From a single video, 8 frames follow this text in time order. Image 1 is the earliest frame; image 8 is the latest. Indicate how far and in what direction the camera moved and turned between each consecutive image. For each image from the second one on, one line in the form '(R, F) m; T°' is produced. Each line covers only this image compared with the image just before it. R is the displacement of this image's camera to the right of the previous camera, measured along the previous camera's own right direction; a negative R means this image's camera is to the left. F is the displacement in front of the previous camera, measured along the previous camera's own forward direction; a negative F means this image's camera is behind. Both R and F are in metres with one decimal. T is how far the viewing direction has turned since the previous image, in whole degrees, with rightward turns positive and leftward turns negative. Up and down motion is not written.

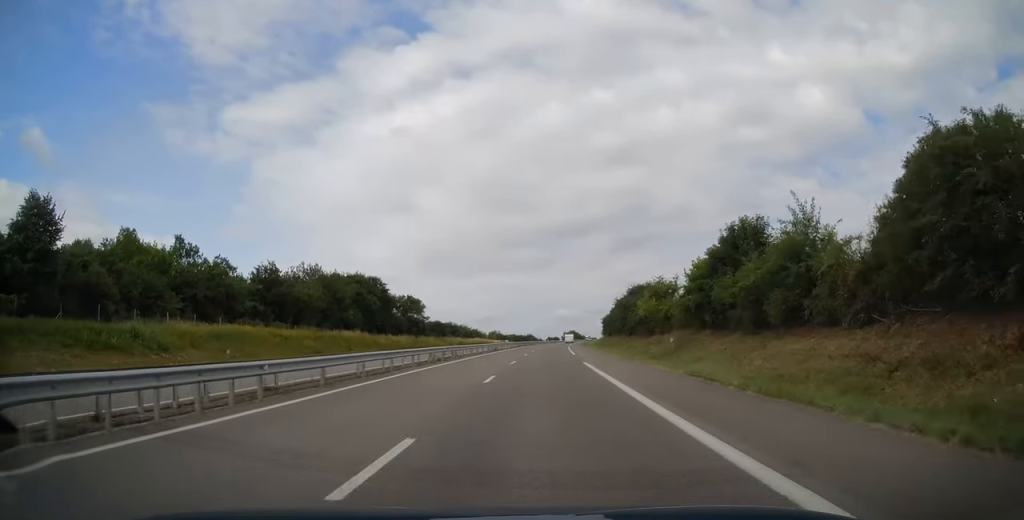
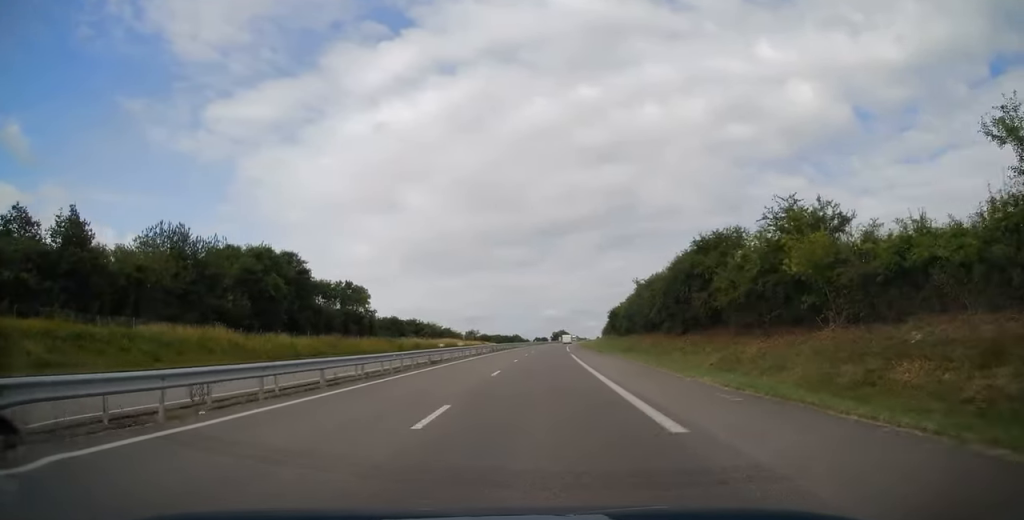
(+0.2, +35.3) m; +1°
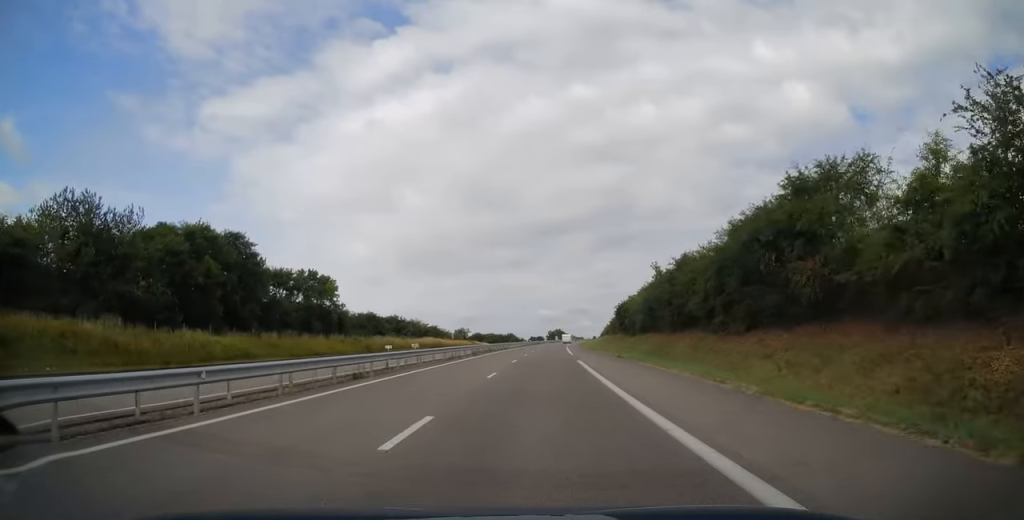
(+0.2, +14.7) m; 0°
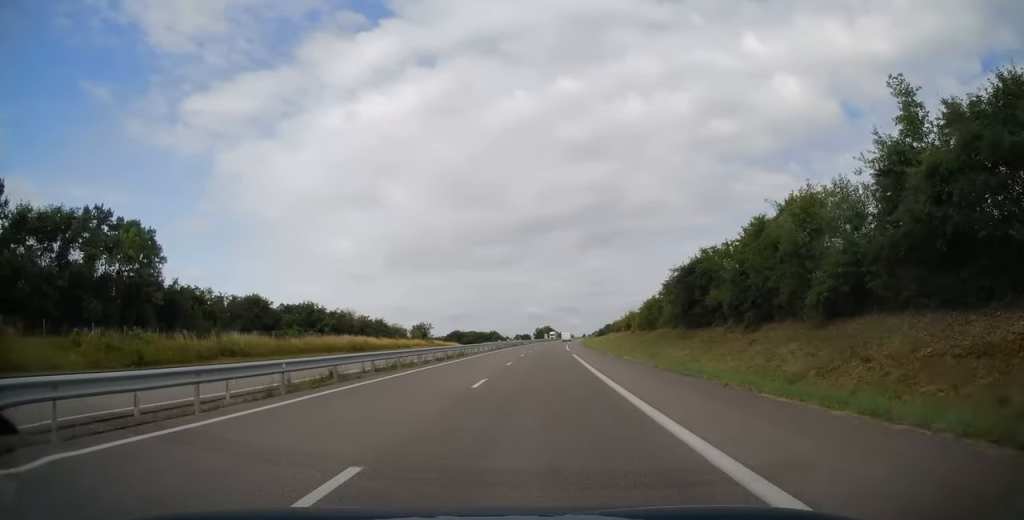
(+0.2, +43.7) m; 0°
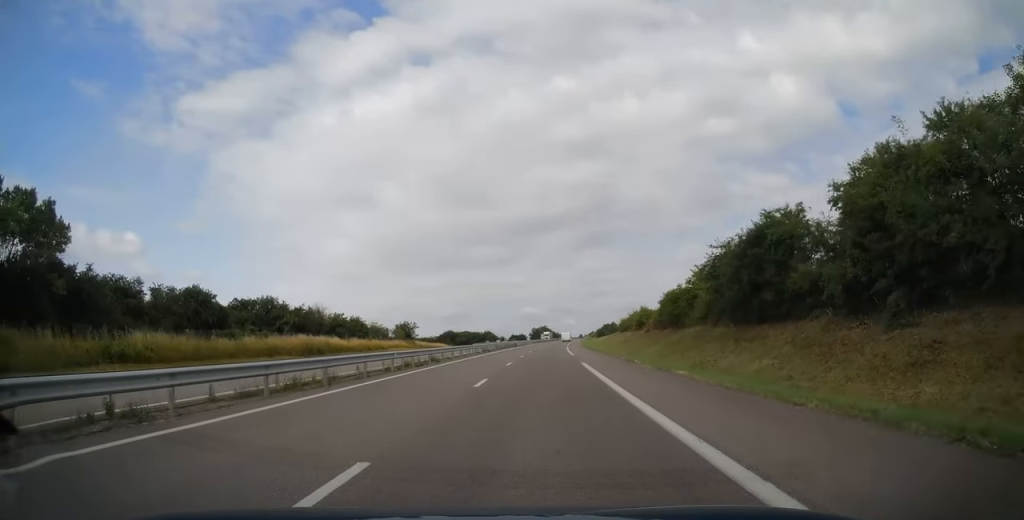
(0.0, +12.8) m; 0°
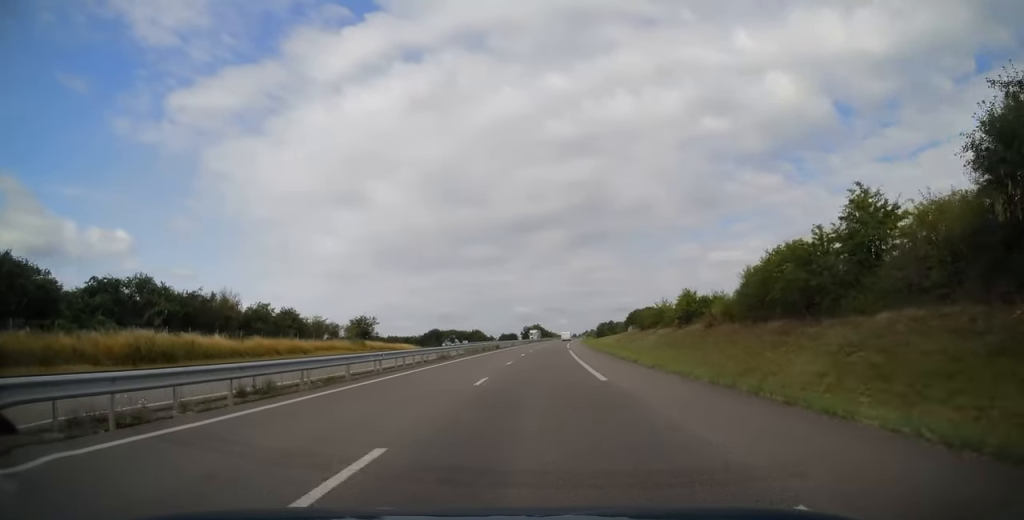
(+0.2, +25.5) m; +1°
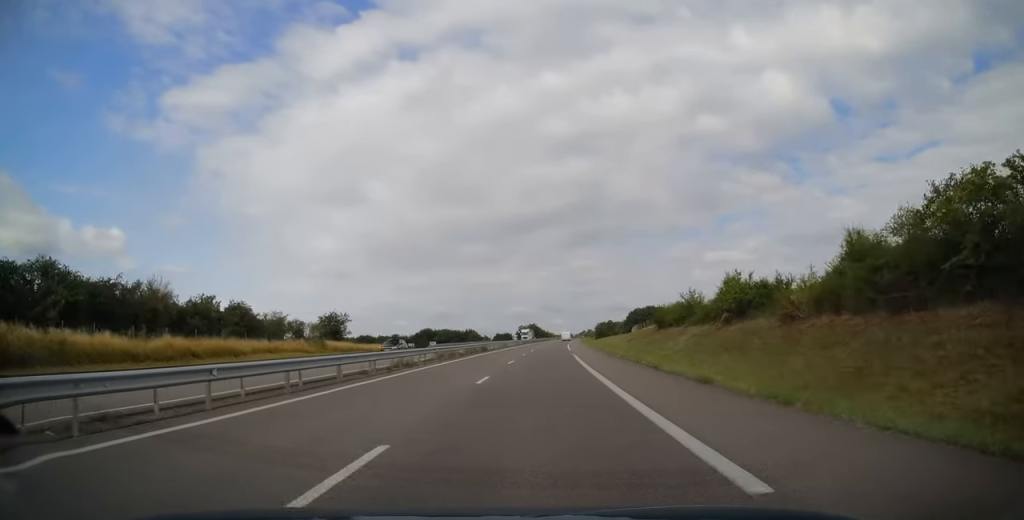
(0.0, +12.8) m; +1°
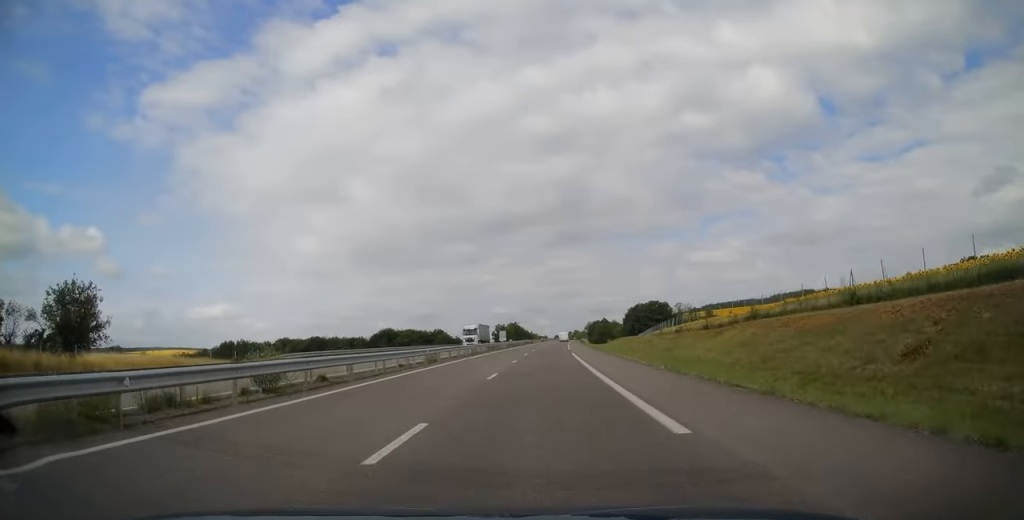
(+0.8, +50.5) m; +1°
